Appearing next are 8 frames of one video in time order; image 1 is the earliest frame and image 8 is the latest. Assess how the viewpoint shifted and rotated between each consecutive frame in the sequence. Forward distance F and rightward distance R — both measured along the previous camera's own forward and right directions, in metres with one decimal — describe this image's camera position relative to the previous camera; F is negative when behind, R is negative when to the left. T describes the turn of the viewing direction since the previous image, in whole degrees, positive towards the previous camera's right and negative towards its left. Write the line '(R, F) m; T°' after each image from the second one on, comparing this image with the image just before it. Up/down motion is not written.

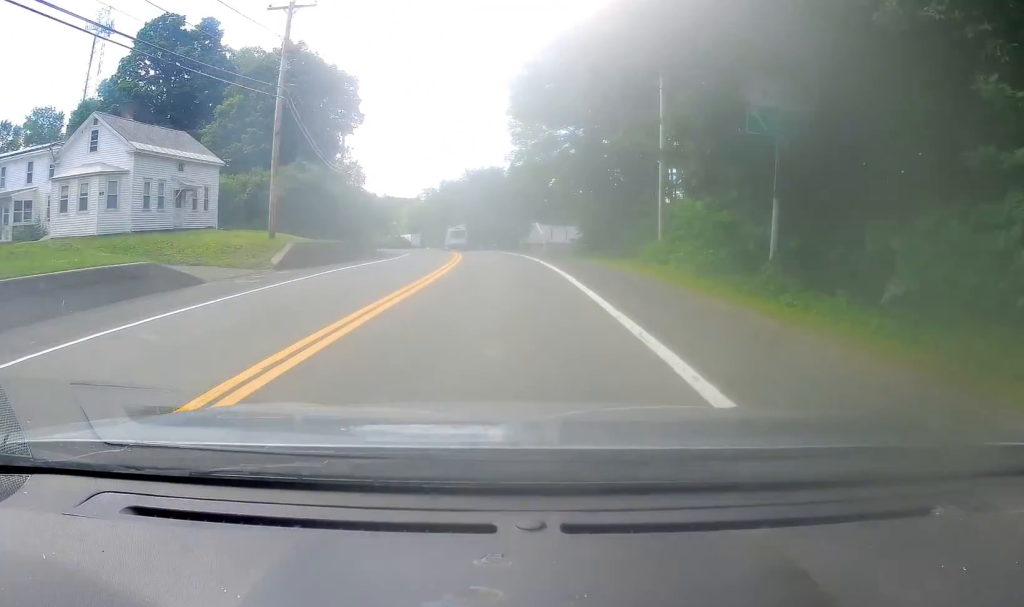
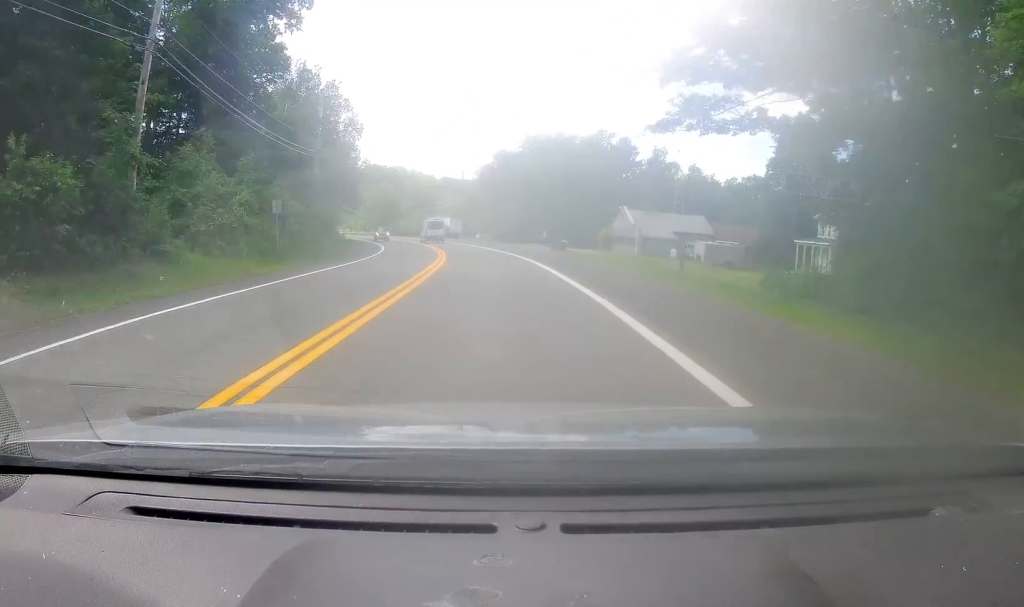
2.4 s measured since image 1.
(-1.3, +42.9) m; -3°
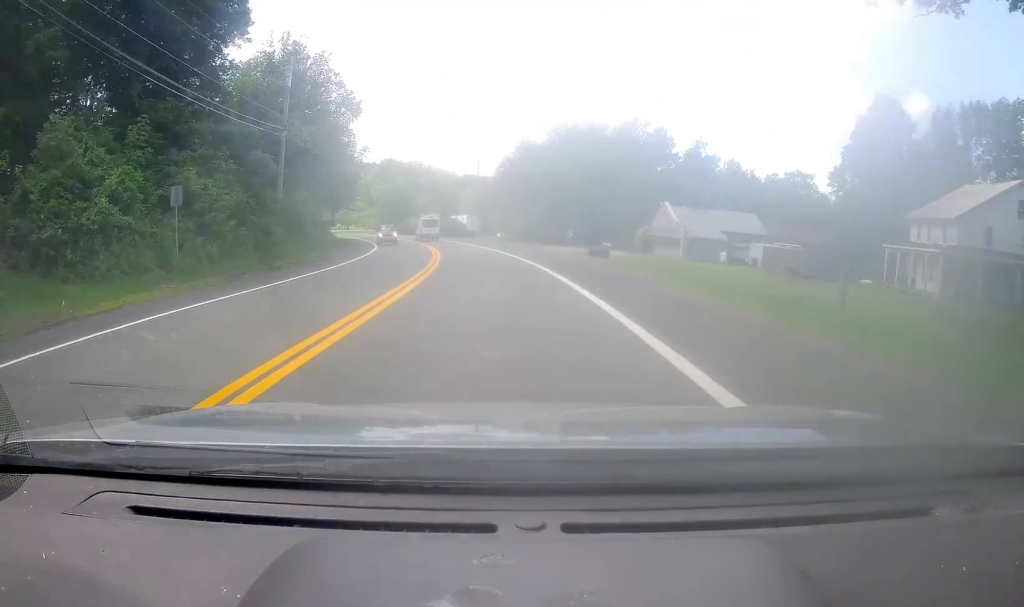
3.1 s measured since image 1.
(+0.2, +12.0) m; 0°
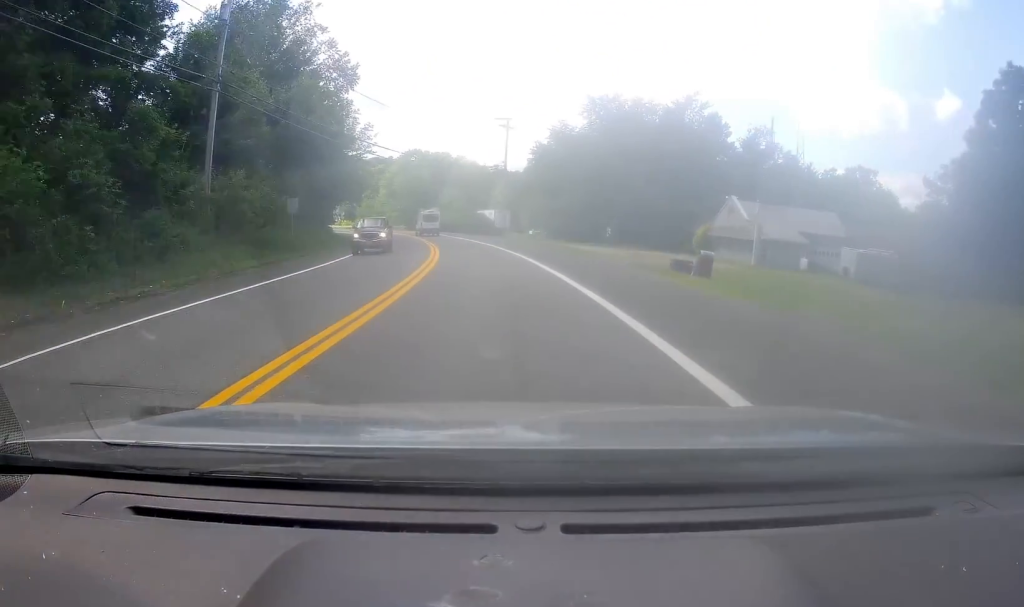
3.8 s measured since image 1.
(-0.1, +12.5) m; -5°
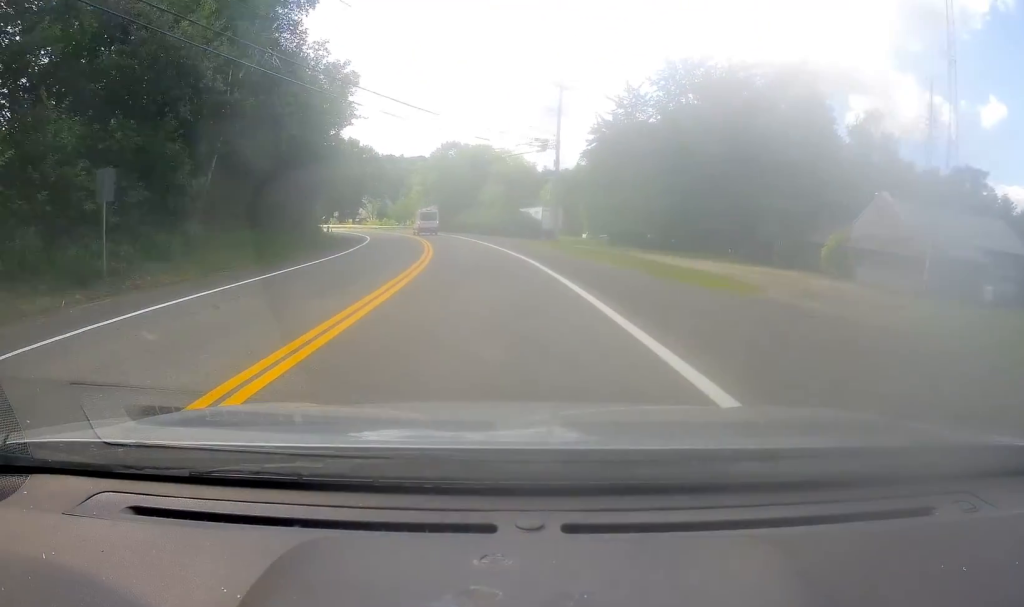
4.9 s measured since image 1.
(-1.7, +20.5) m; -6°
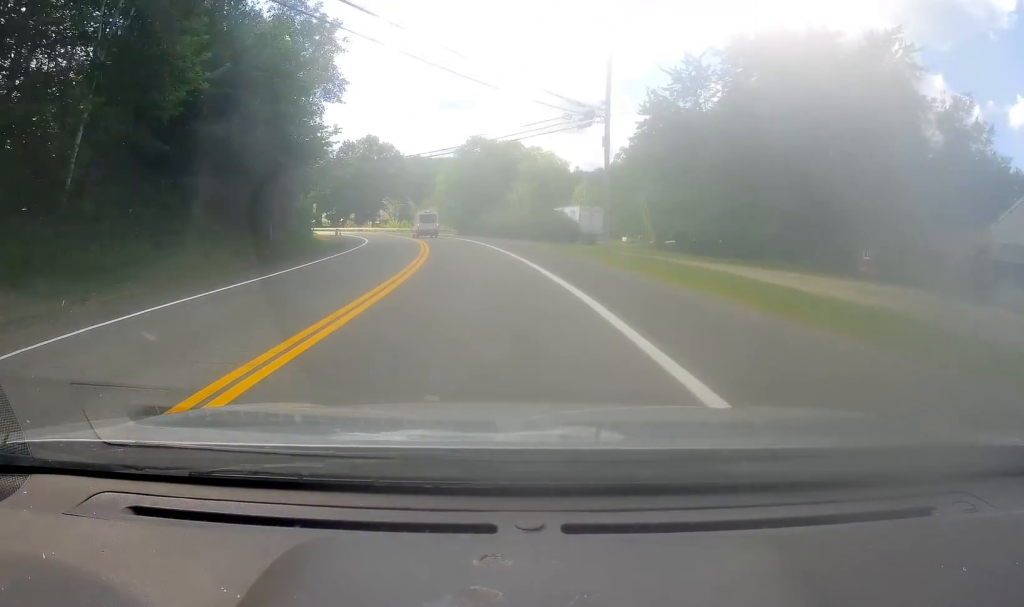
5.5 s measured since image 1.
(-0.1, +12.0) m; -2°
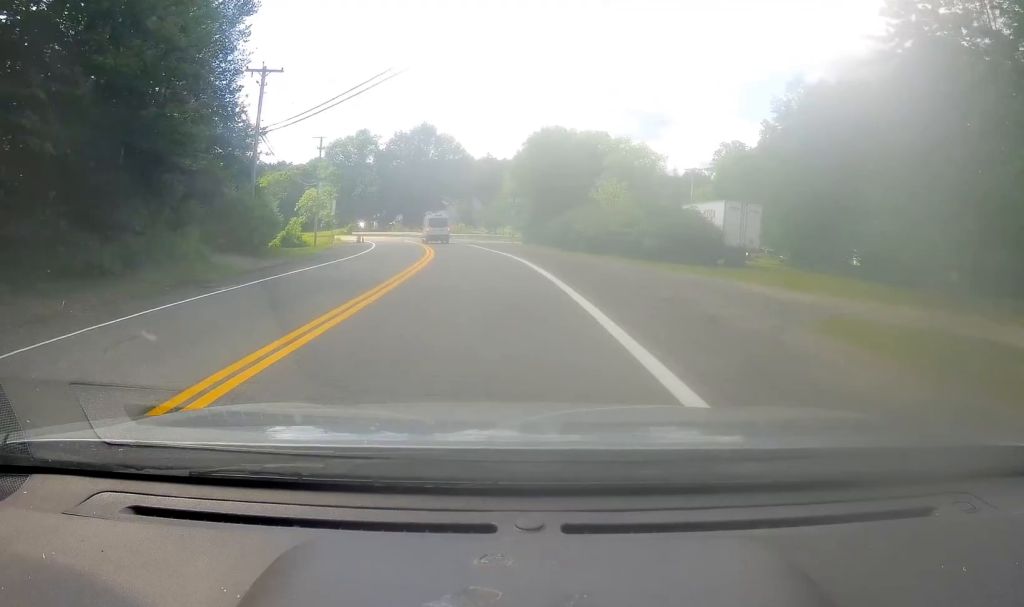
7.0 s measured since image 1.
(-0.6, +28.4) m; -5°
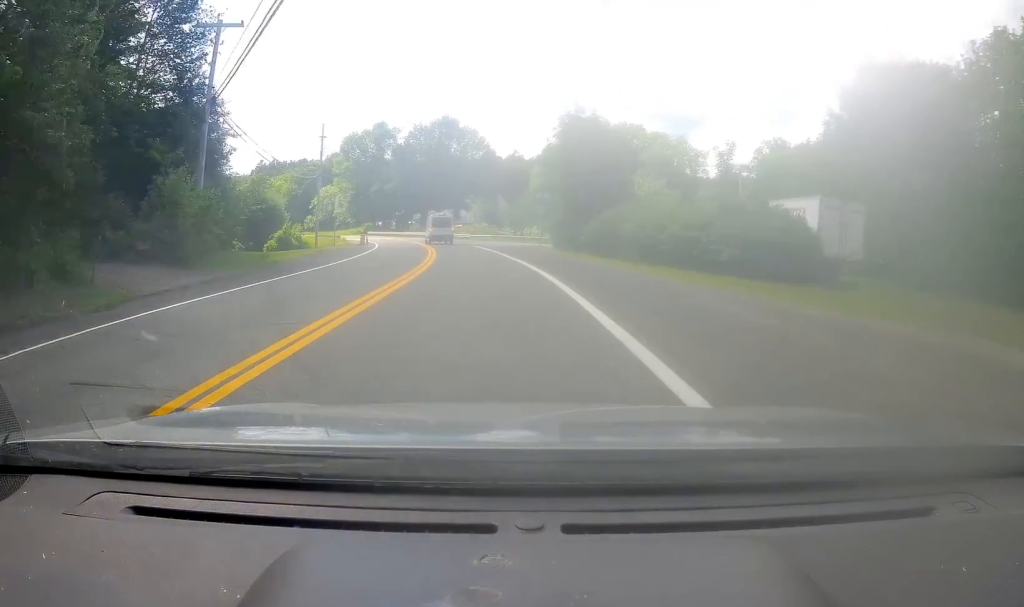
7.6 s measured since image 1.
(-0.5, +10.9) m; -3°
